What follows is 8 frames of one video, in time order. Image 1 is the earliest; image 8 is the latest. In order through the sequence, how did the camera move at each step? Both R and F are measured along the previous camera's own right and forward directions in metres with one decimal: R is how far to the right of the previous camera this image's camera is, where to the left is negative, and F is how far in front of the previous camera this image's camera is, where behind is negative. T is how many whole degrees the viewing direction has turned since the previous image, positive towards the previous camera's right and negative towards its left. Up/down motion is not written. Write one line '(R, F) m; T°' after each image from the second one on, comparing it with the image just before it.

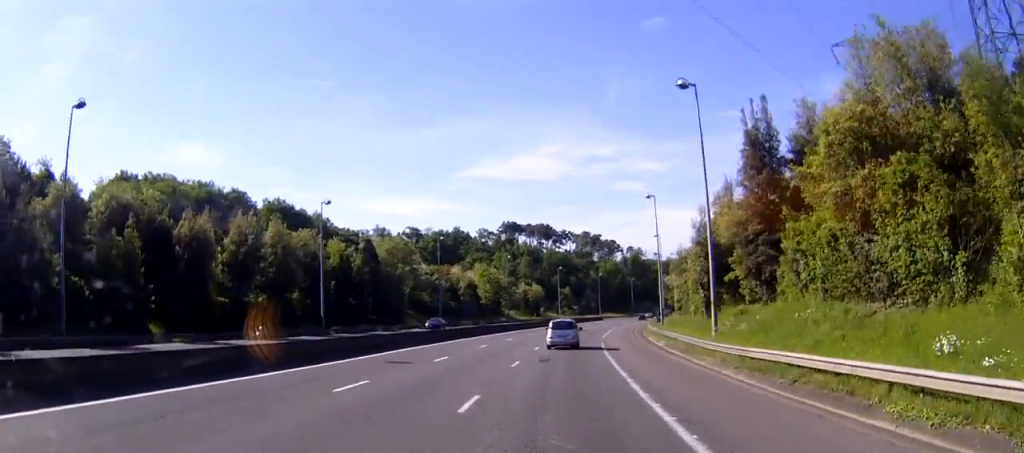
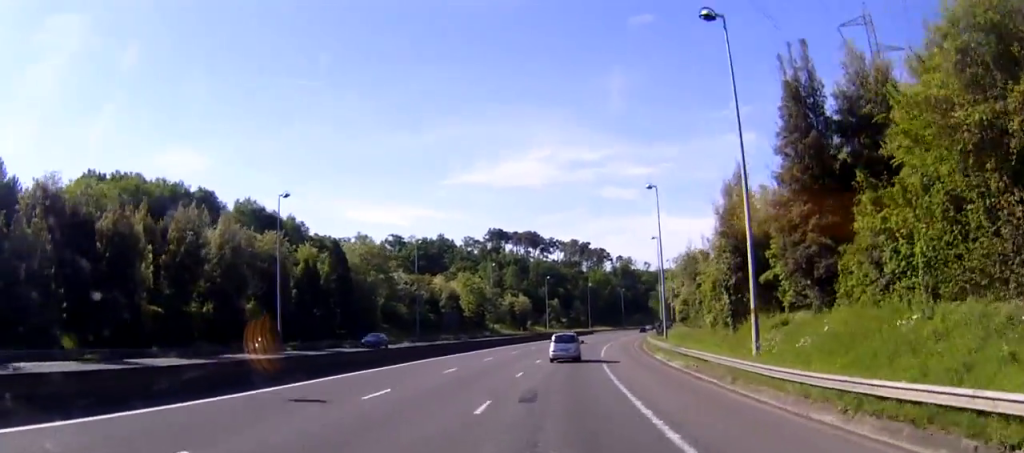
(0.0, +10.4) m; 0°
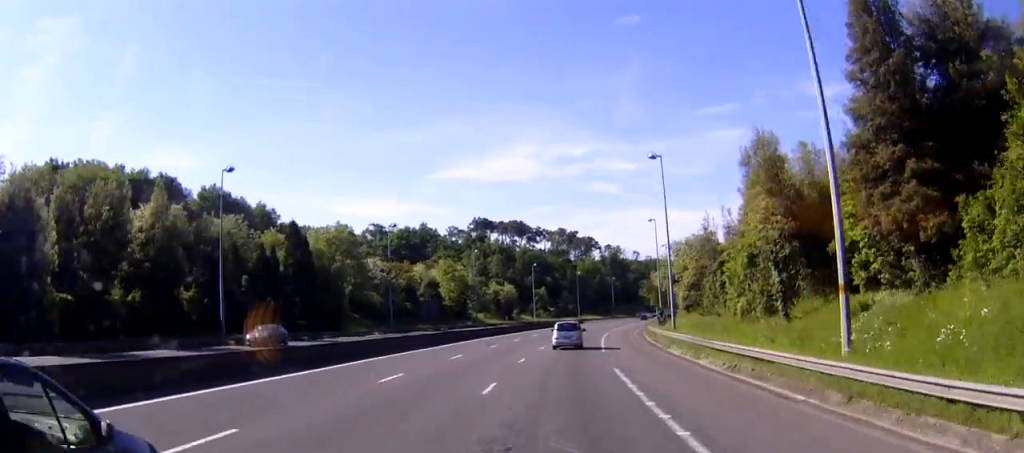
(0.0, +11.2) m; +1°
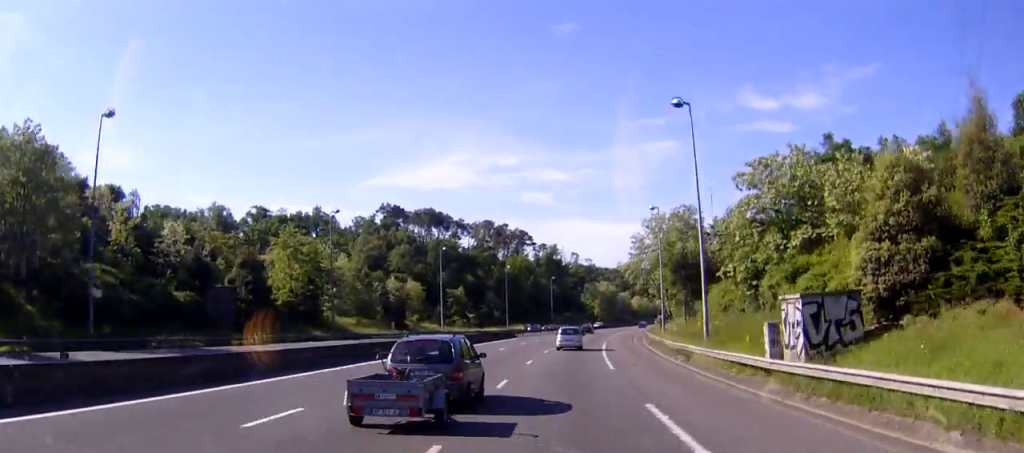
(+4.8, +61.4) m; +8°
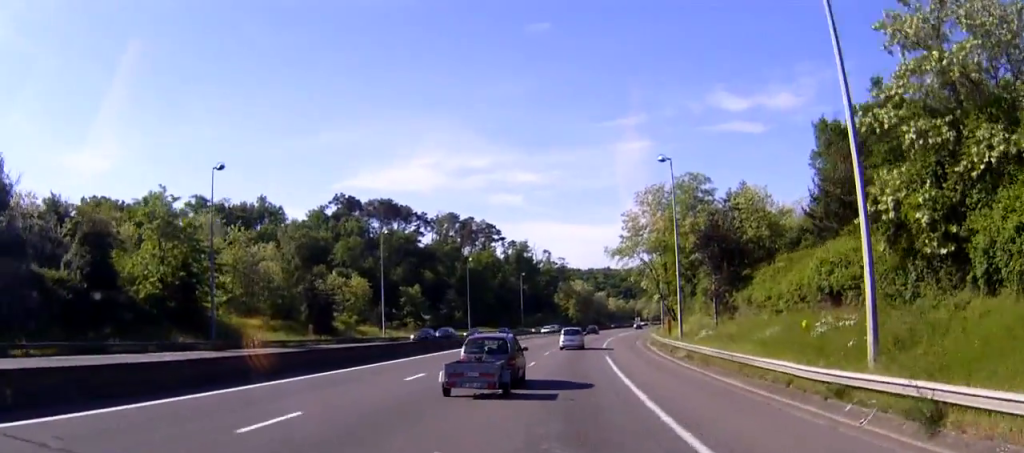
(+0.8, +26.4) m; +3°
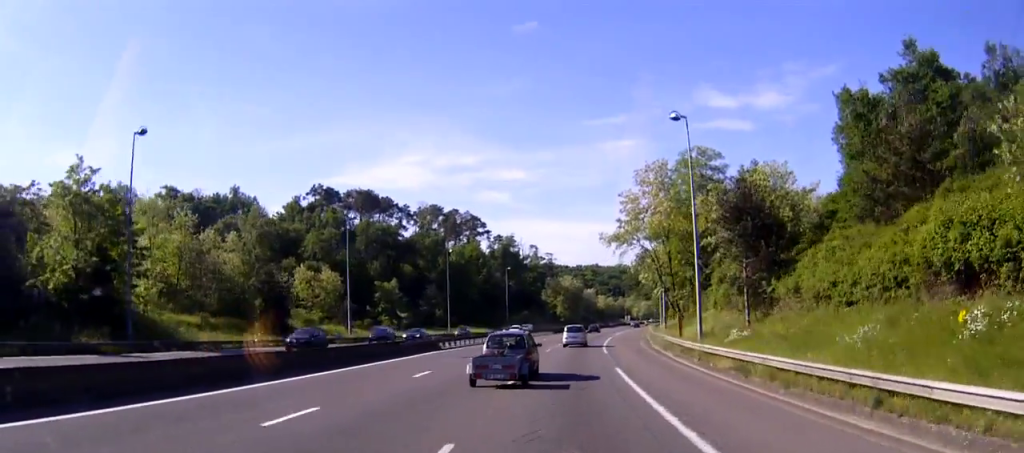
(+0.1, +12.1) m; +2°
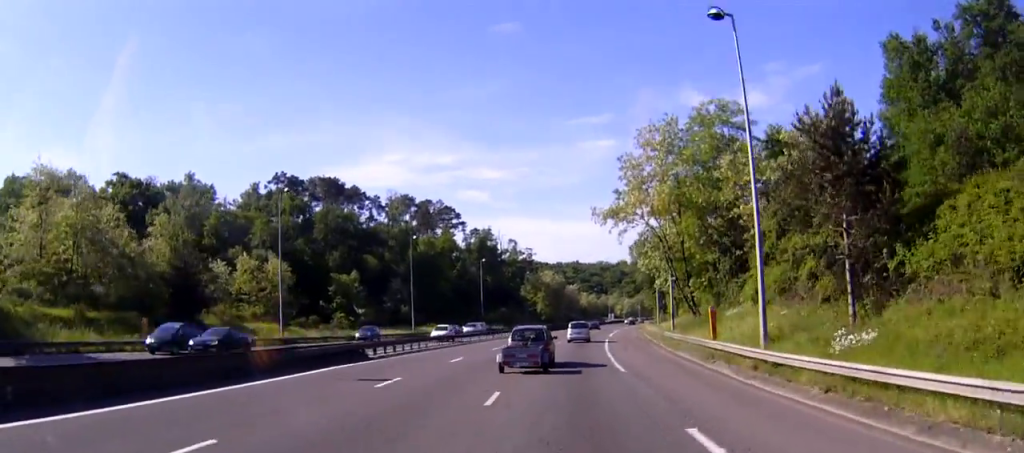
(+0.4, +18.1) m; +2°
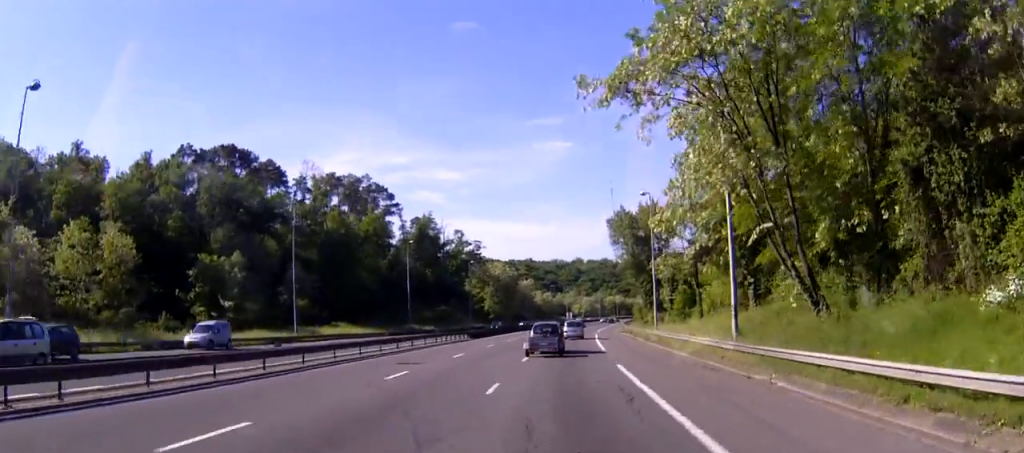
(+0.7, +37.7) m; +1°
